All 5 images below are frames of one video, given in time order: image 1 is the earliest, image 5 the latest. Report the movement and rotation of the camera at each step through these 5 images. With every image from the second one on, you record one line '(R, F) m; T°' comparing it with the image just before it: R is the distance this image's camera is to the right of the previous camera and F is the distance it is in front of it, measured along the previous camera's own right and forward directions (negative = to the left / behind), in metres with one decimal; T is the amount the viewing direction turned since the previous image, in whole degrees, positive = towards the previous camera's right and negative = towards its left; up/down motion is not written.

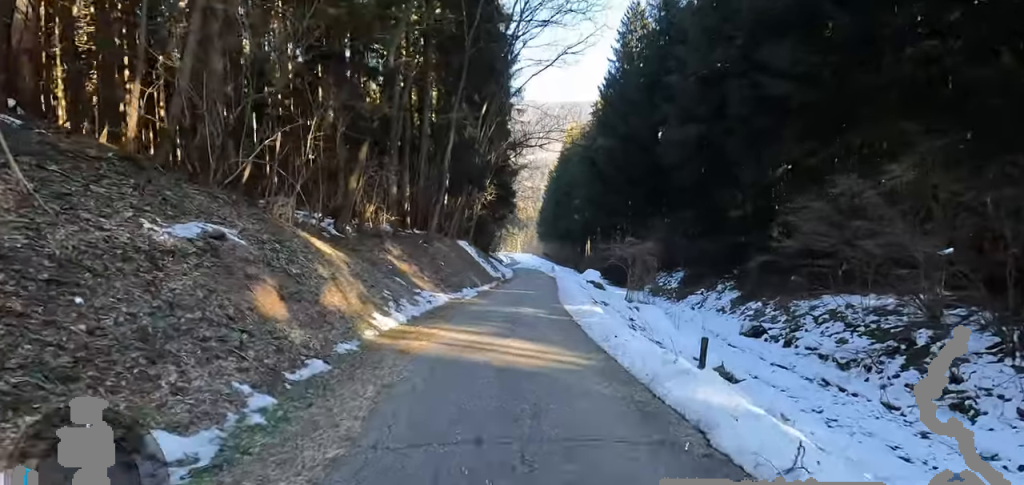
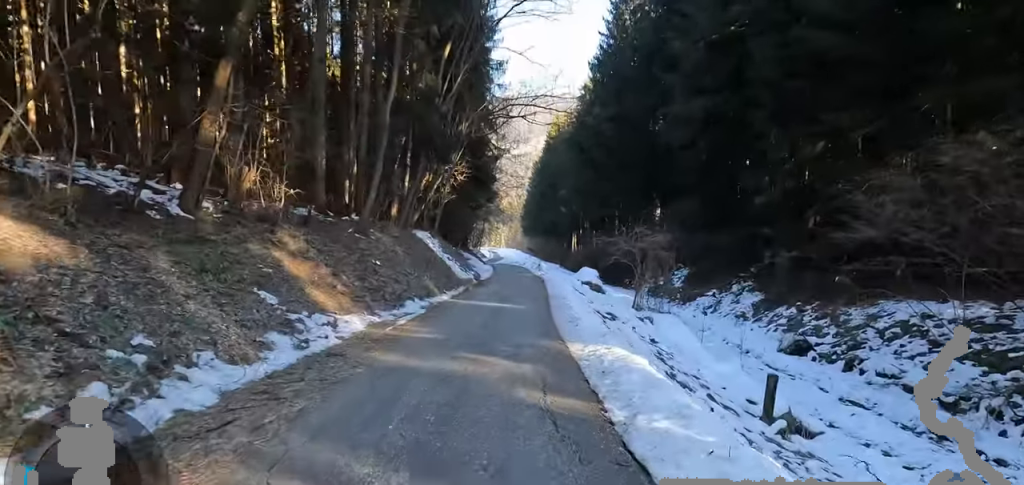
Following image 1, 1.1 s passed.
(+0.1, +6.3) m; +1°
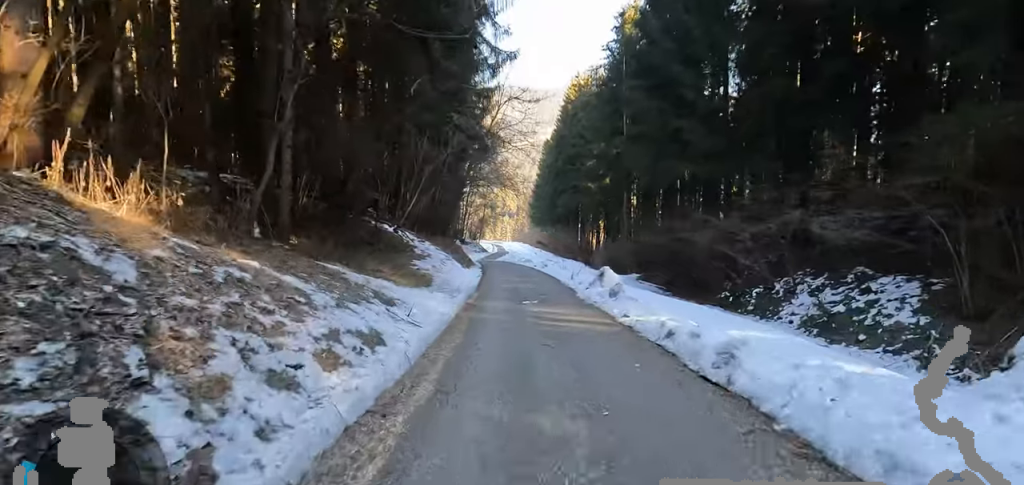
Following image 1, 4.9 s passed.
(-1.7, +21.8) m; -16°
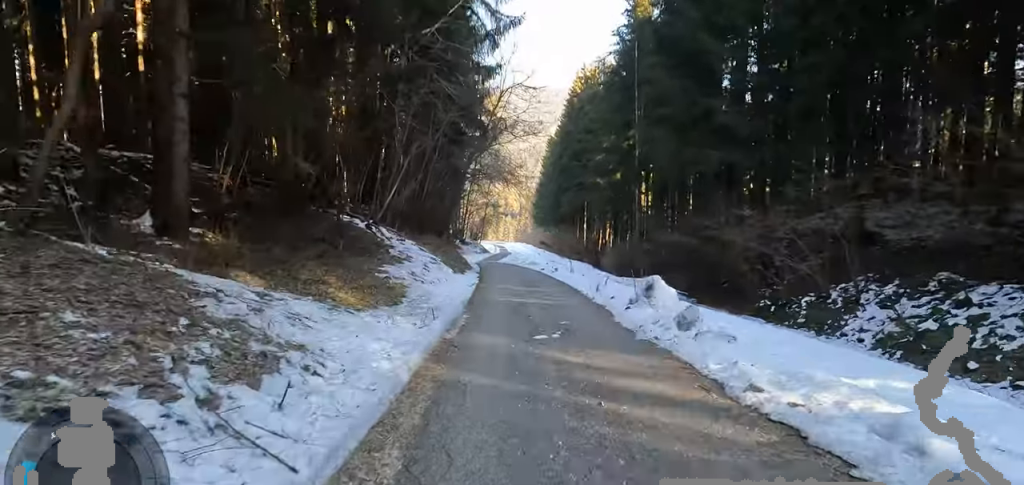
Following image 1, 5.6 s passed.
(-0.3, +3.9) m; +4°
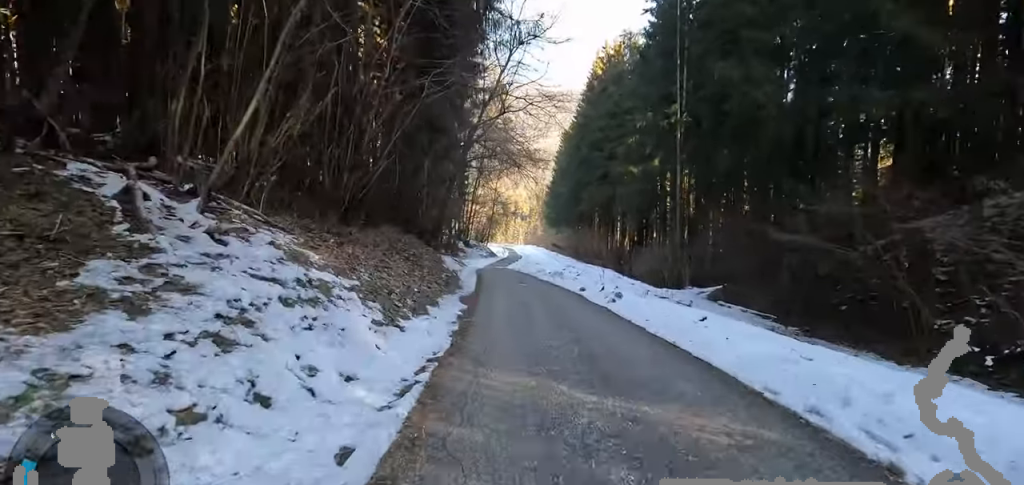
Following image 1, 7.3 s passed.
(+2.1, +10.1) m; 0°
